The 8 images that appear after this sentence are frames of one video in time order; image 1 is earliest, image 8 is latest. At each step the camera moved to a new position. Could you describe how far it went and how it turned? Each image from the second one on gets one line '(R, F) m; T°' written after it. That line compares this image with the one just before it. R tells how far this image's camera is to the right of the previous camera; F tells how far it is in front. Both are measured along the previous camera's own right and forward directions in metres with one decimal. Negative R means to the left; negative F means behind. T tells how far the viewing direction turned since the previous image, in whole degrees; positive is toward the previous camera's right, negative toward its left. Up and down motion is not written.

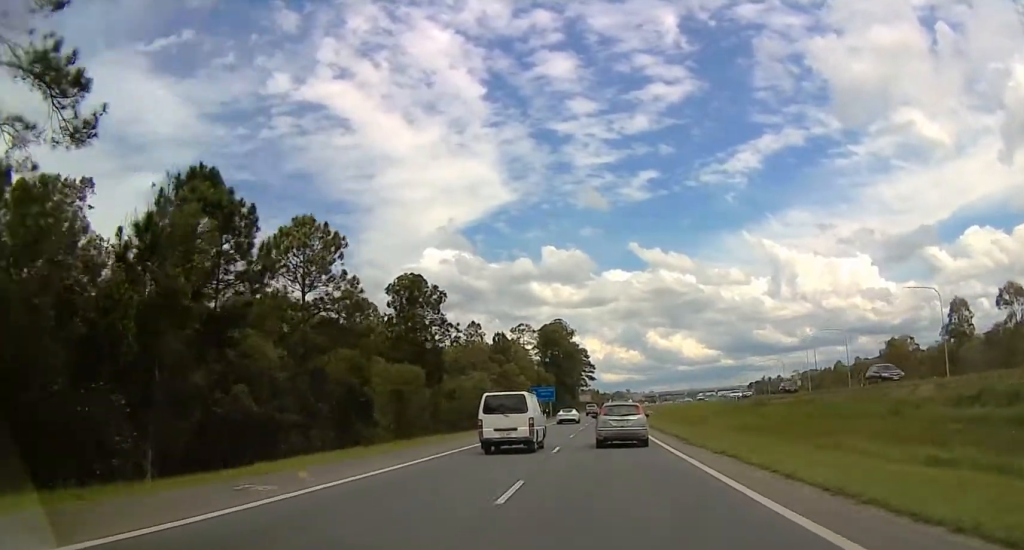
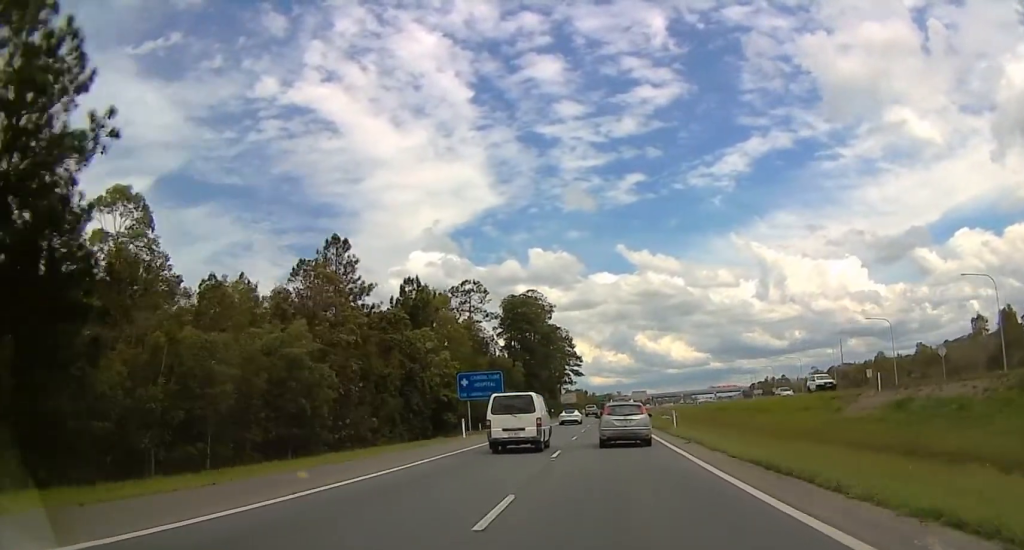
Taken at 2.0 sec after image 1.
(-0.1, +50.4) m; 0°
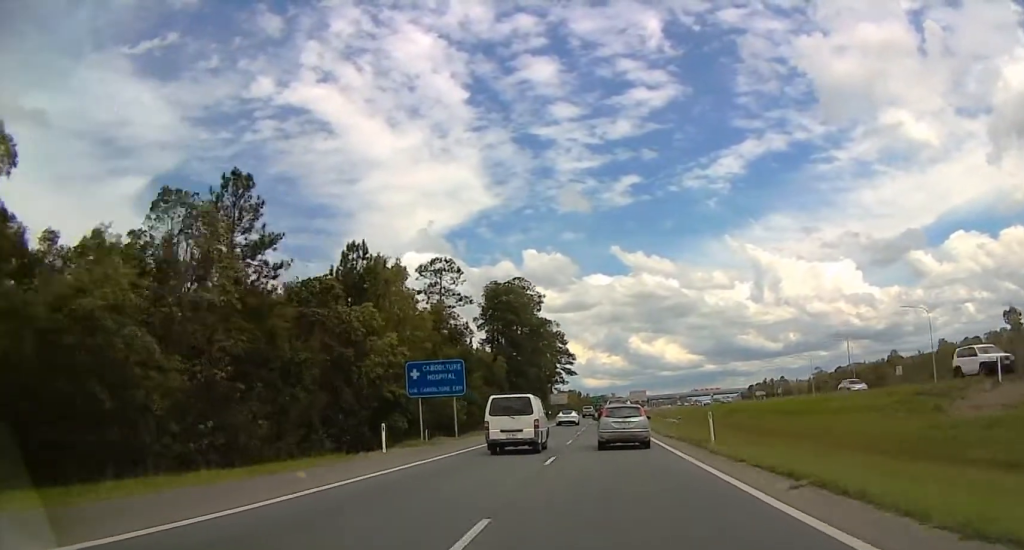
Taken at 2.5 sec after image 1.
(+0.6, +14.2) m; +2°
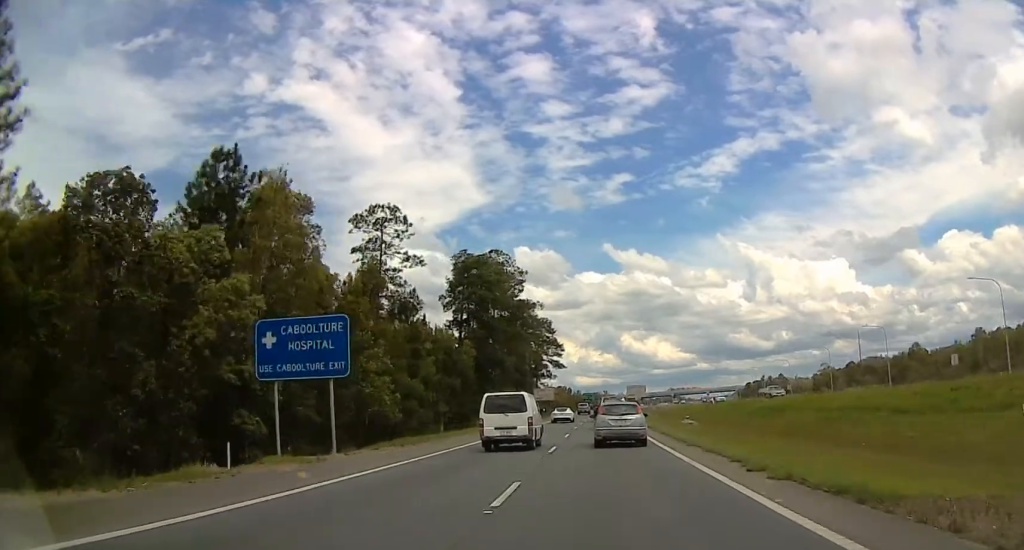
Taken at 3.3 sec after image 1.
(+0.3, +19.1) m; +1°
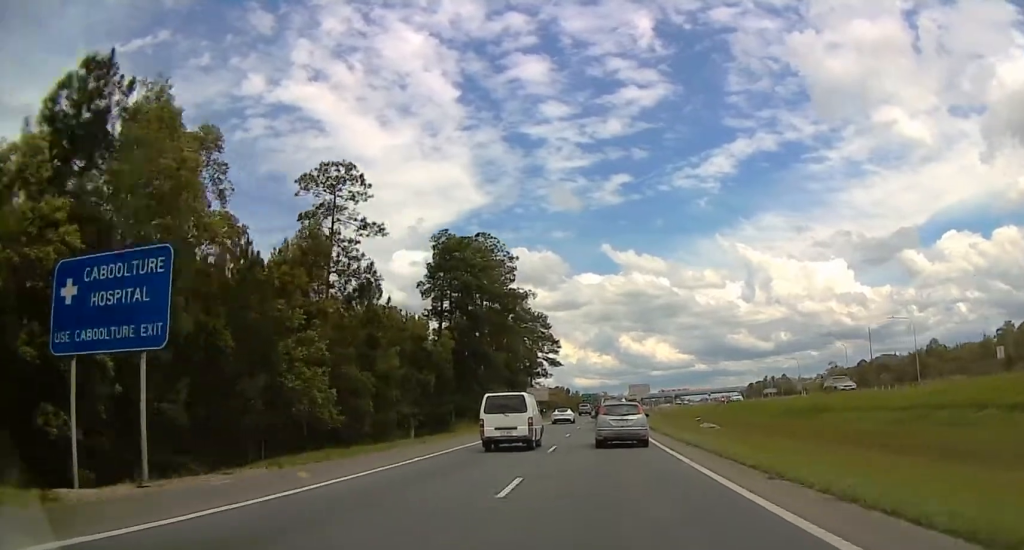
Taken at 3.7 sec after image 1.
(-0.1, +10.8) m; 0°
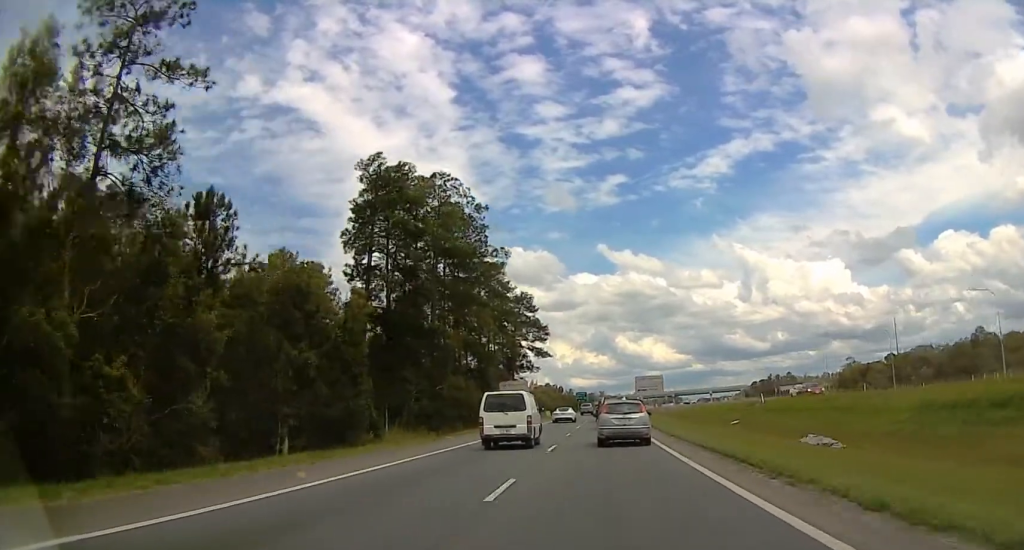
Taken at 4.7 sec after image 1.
(+0.3, +23.9) m; +1°
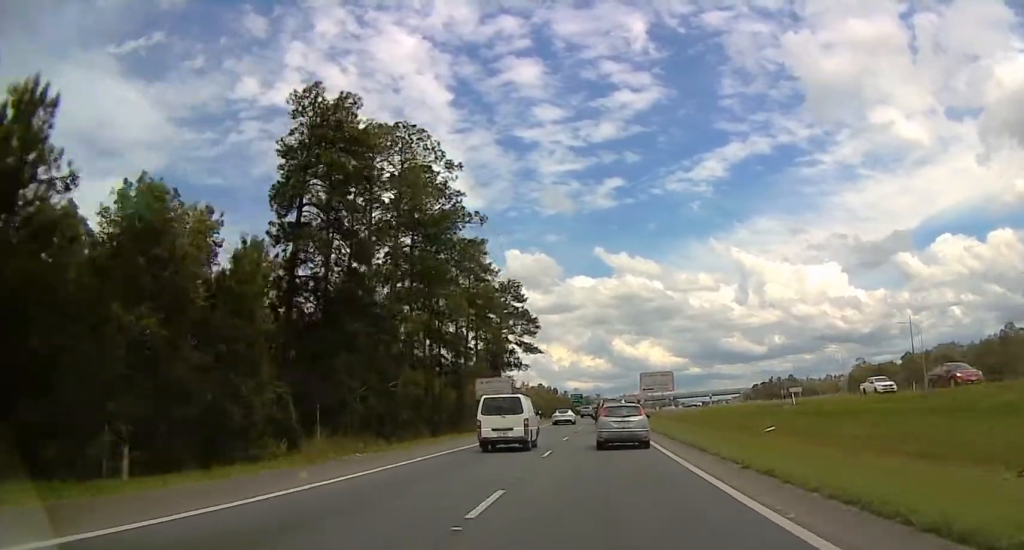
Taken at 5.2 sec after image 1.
(0.0, +13.1) m; 0°
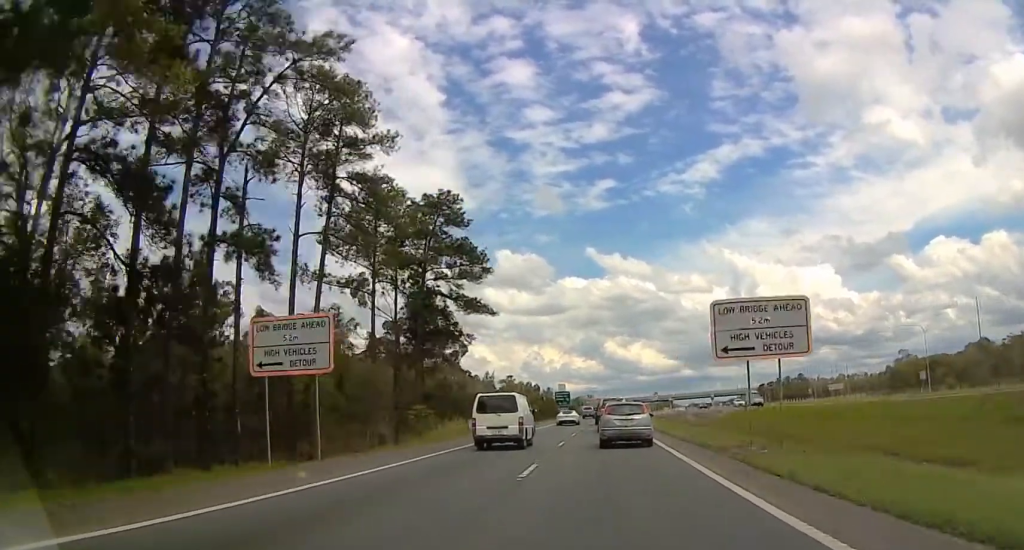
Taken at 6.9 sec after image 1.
(0.0, +40.8) m; 0°
